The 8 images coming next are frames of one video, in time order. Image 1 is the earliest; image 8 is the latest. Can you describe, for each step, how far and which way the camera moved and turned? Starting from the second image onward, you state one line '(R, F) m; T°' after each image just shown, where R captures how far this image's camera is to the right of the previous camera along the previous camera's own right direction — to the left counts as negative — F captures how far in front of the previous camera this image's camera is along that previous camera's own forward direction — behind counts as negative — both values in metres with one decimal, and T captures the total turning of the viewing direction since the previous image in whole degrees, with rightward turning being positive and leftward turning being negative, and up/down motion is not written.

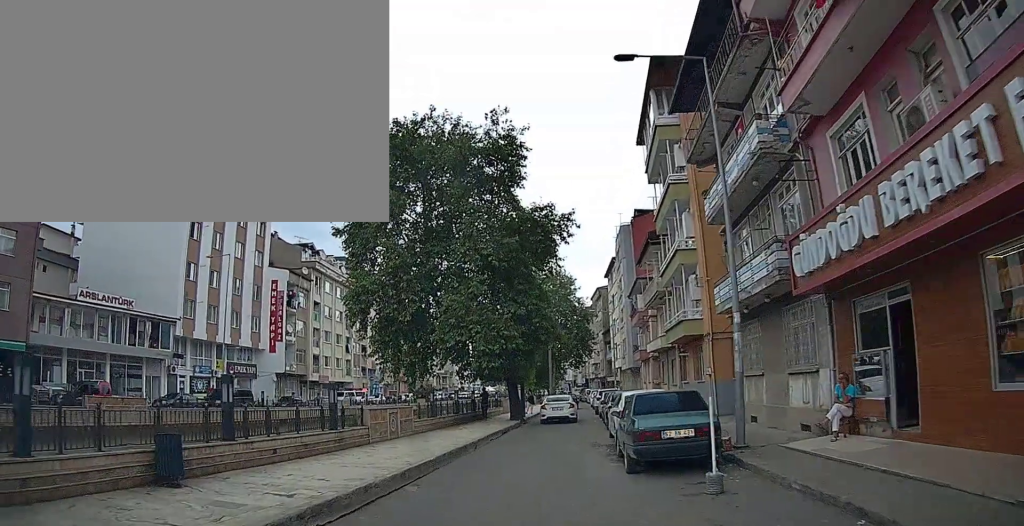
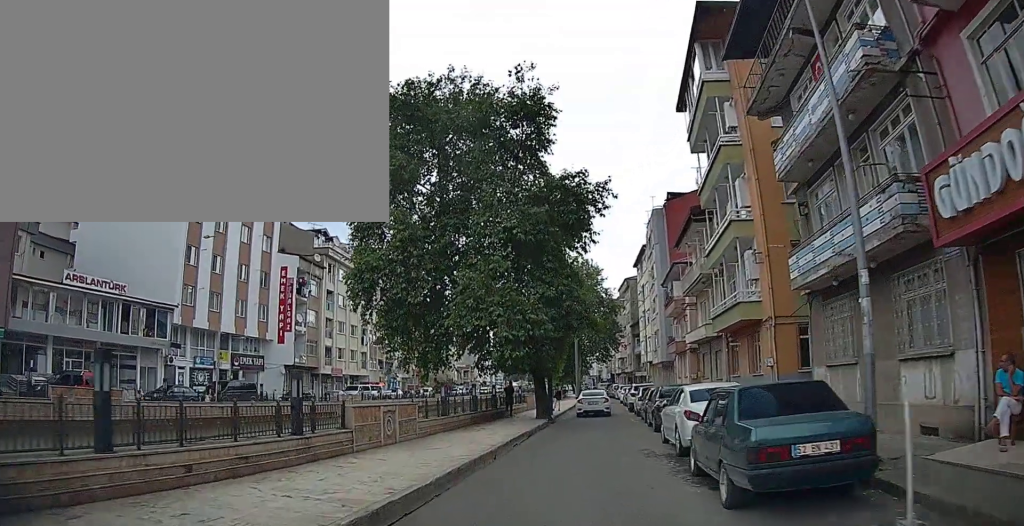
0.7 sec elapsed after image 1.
(0.0, +3.7) m; +2°
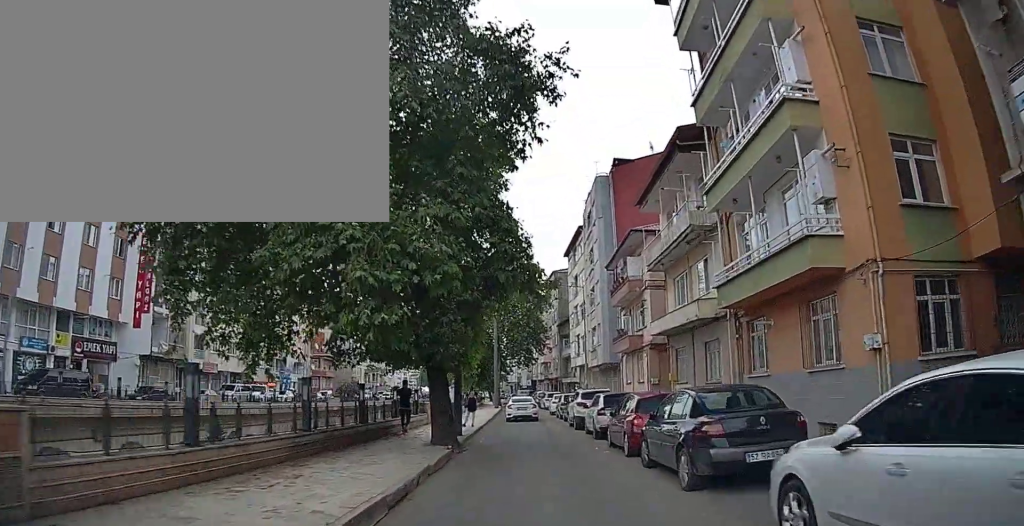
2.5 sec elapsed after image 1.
(+0.4, +10.0) m; +2°
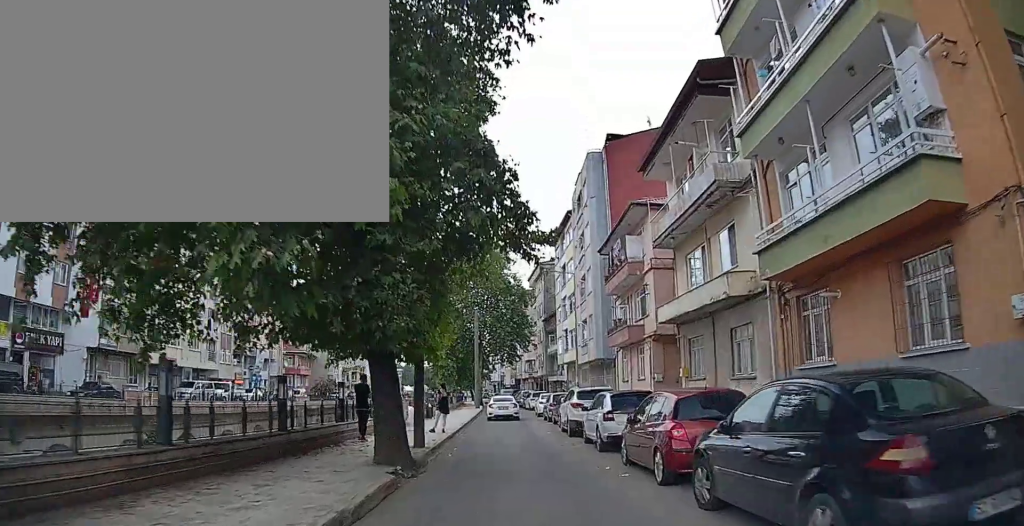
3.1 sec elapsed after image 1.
(-0.1, +4.1) m; +1°
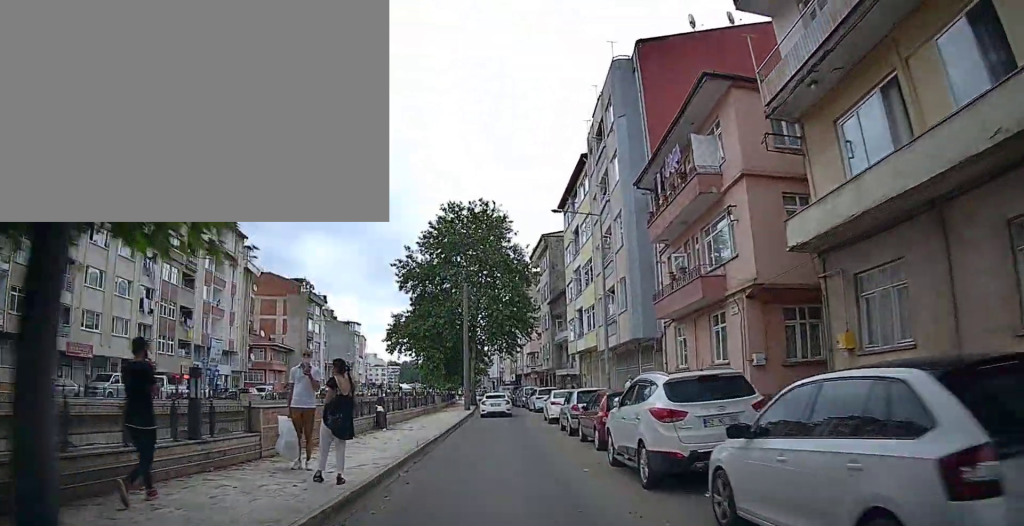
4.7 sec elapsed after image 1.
(+0.3, +10.6) m; +3°
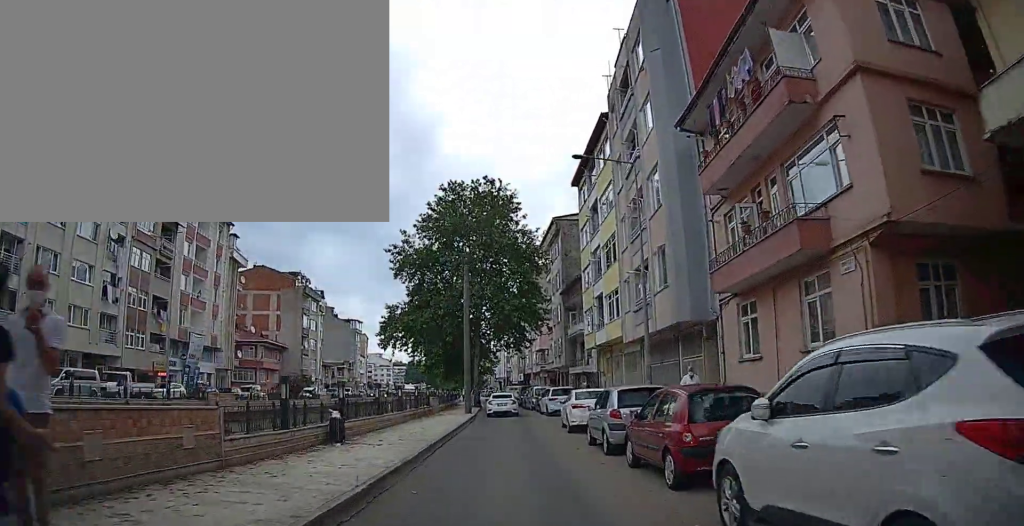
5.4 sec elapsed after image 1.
(+0.1, +5.4) m; -2°
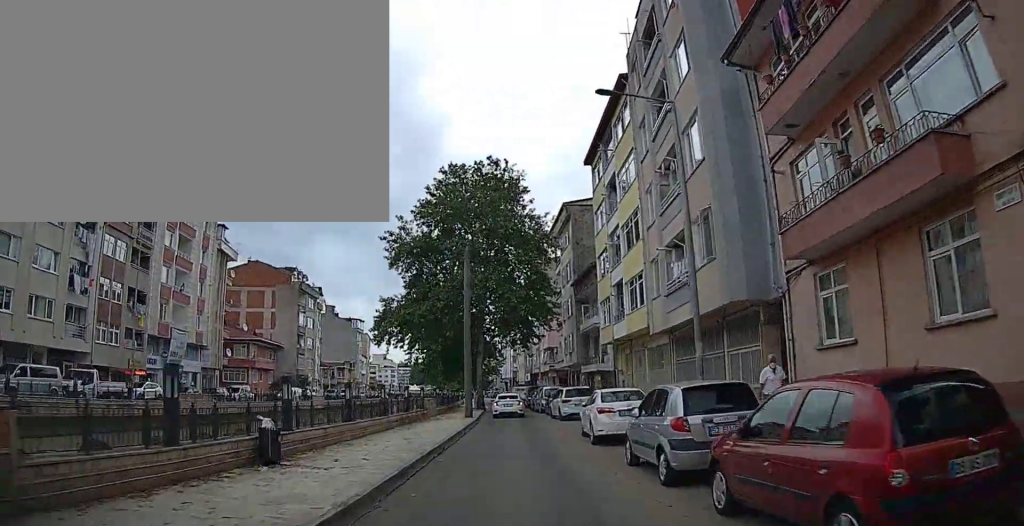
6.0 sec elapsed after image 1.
(-0.2, +4.5) m; -1°
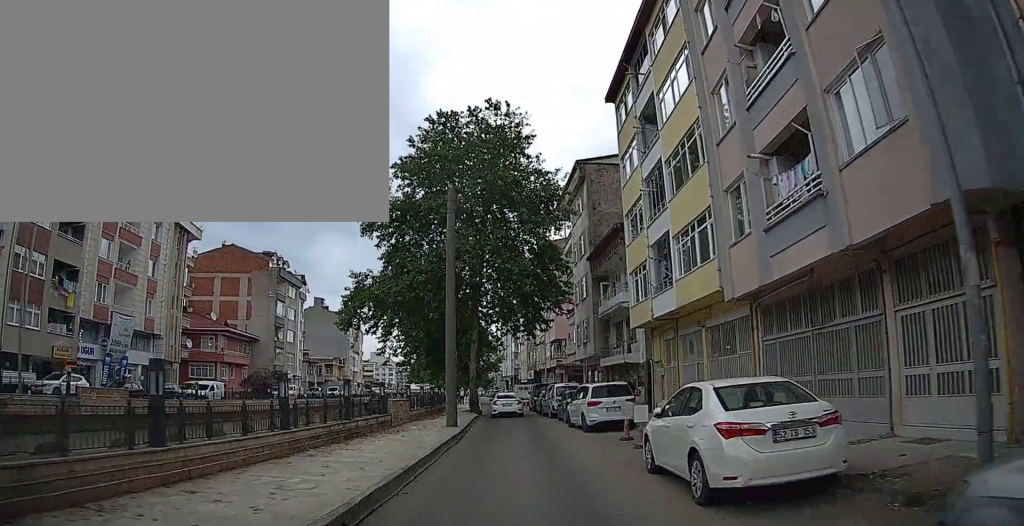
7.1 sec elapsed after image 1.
(-0.1, +8.5) m; 0°
